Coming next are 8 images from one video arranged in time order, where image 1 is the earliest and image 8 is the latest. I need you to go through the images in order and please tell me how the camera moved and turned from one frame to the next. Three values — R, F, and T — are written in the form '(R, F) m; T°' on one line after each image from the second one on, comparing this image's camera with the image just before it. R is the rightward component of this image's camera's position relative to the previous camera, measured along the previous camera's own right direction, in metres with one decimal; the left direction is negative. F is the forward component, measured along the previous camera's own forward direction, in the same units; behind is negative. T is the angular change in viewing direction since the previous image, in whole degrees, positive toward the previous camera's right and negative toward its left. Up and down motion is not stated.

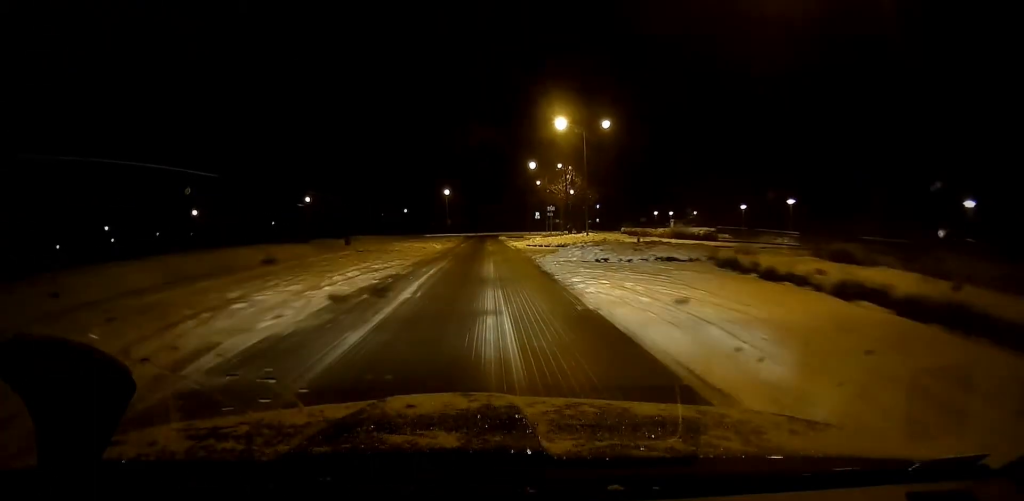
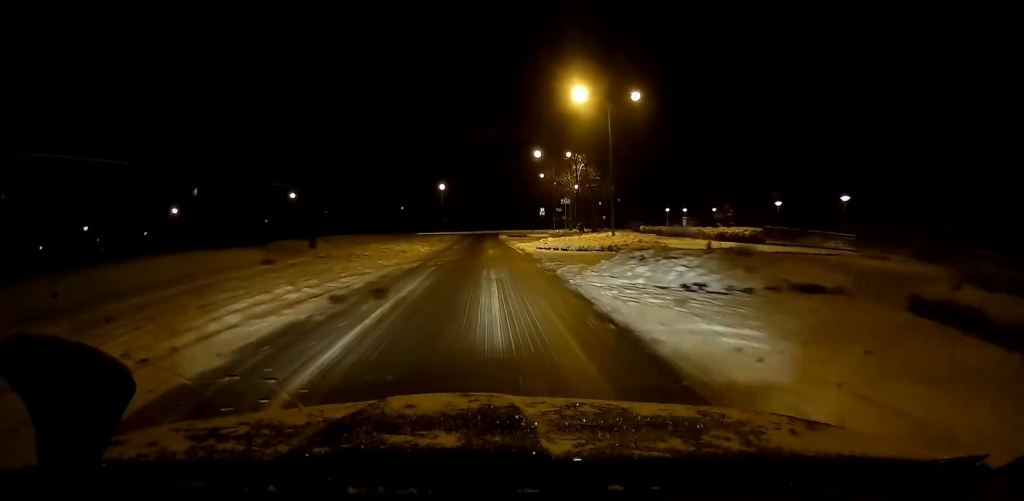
(0.0, +9.4) m; 0°
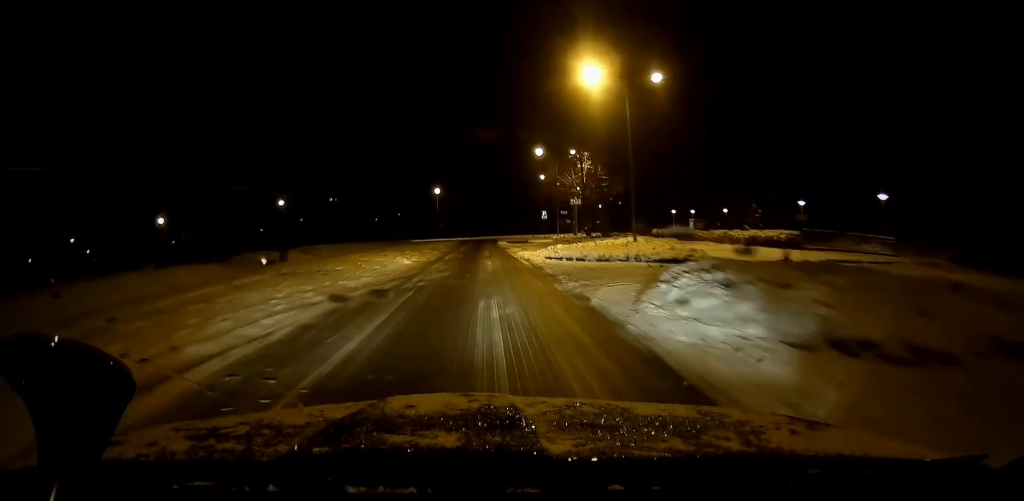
(0.0, +5.9) m; 0°
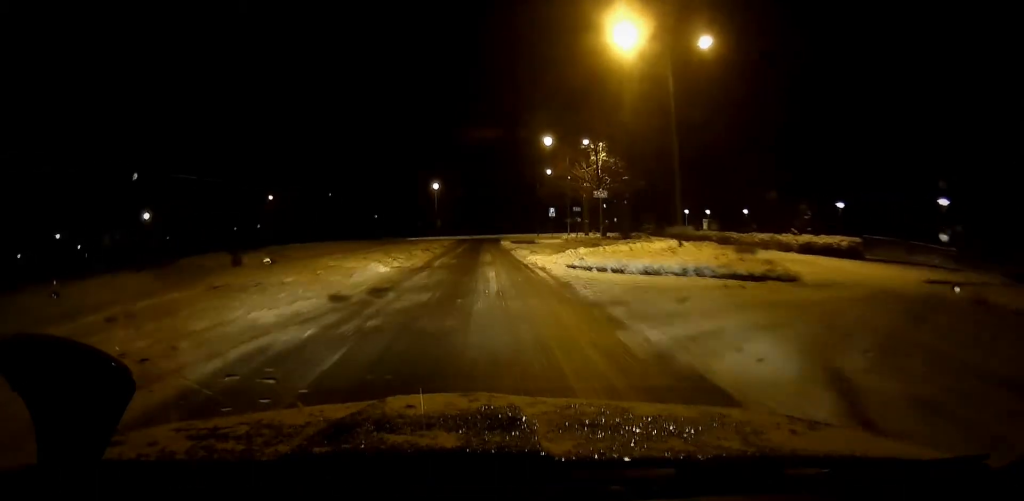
(0.0, +6.6) m; -1°
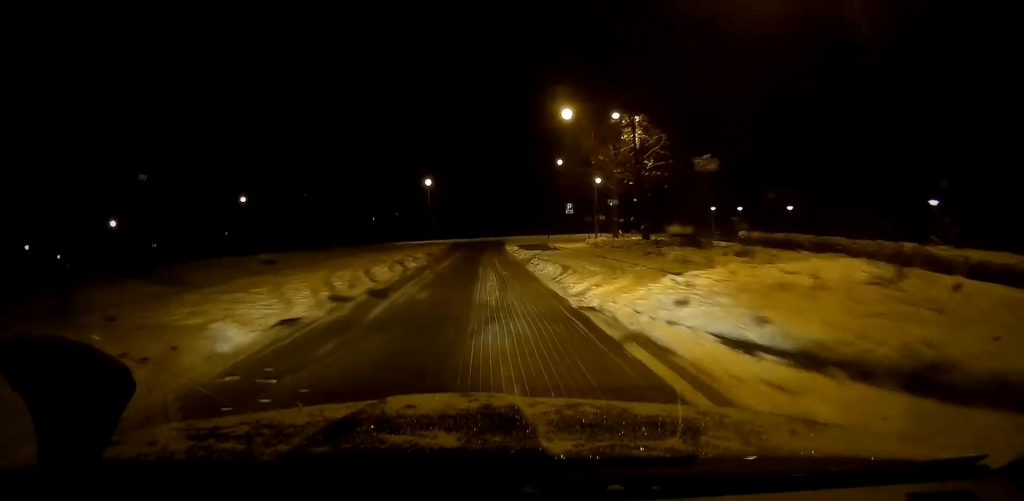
(-0.3, +13.2) m; -1°
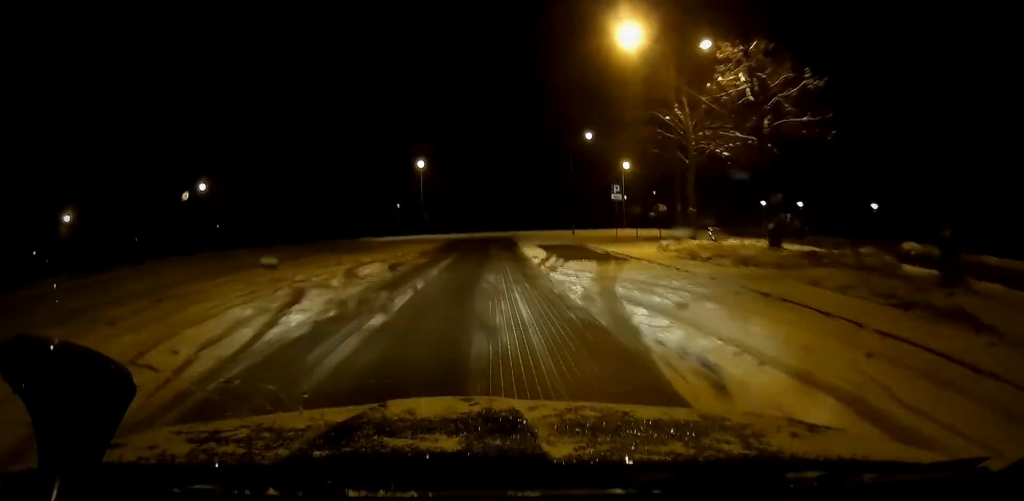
(+0.2, +17.2) m; +2°
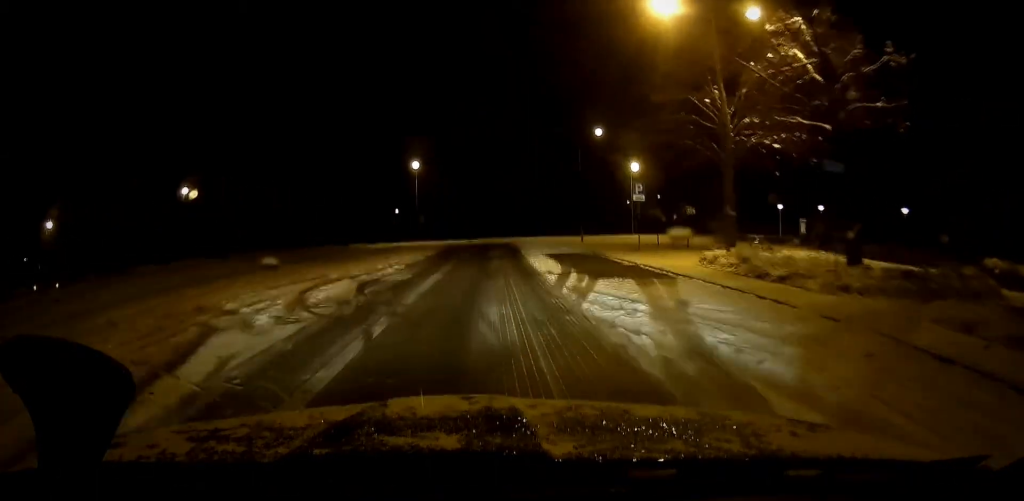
(0.0, +5.0) m; 0°
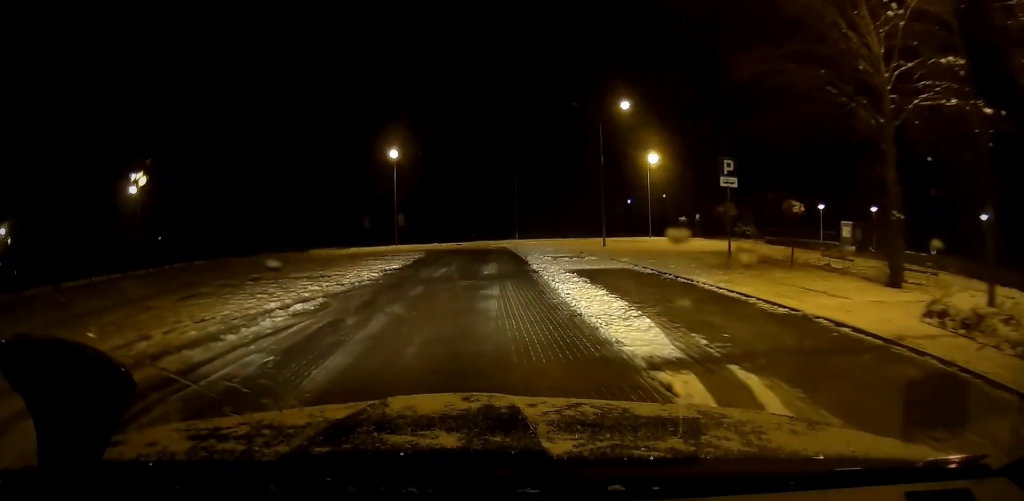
(0.0, +13.3) m; 0°
